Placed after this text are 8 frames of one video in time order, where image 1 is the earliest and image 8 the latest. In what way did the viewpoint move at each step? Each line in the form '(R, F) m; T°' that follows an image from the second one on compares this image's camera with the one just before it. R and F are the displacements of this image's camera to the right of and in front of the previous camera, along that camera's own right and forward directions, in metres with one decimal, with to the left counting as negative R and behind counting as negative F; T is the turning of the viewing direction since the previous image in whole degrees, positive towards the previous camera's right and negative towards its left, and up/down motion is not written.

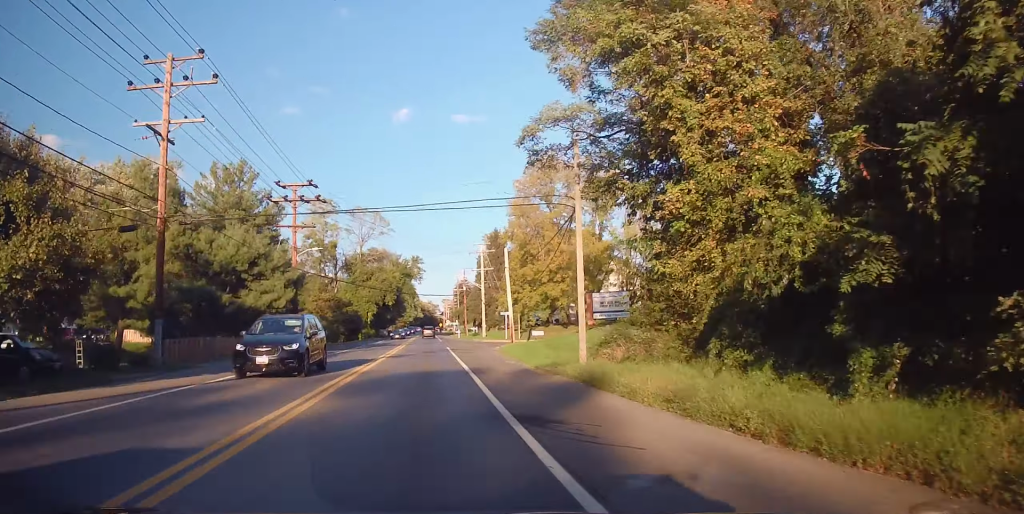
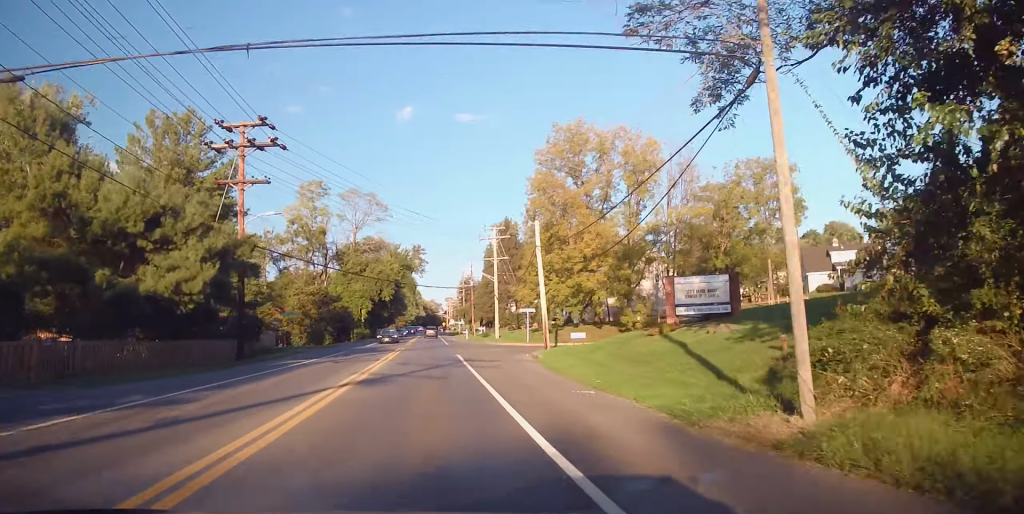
(-0.2, +13.7) m; -1°
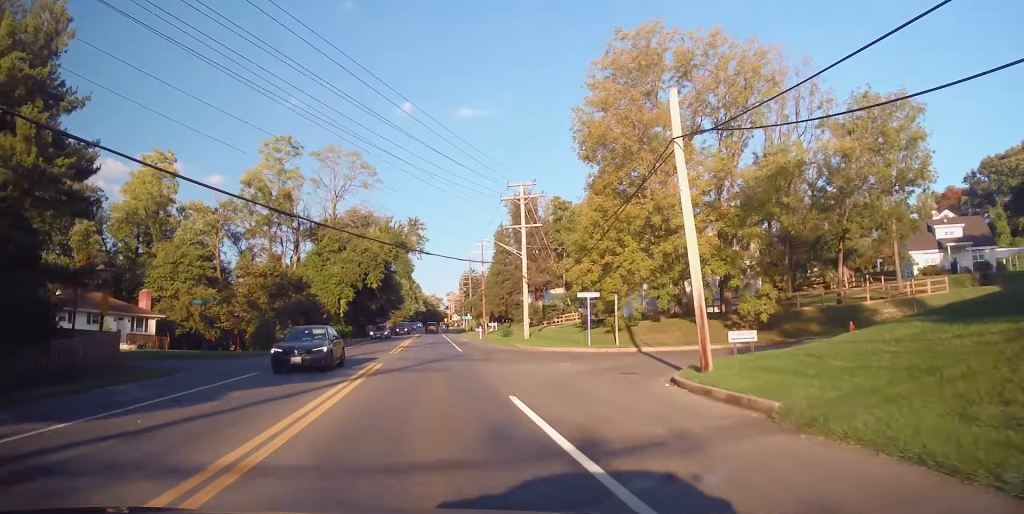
(+0.2, +22.0) m; +1°
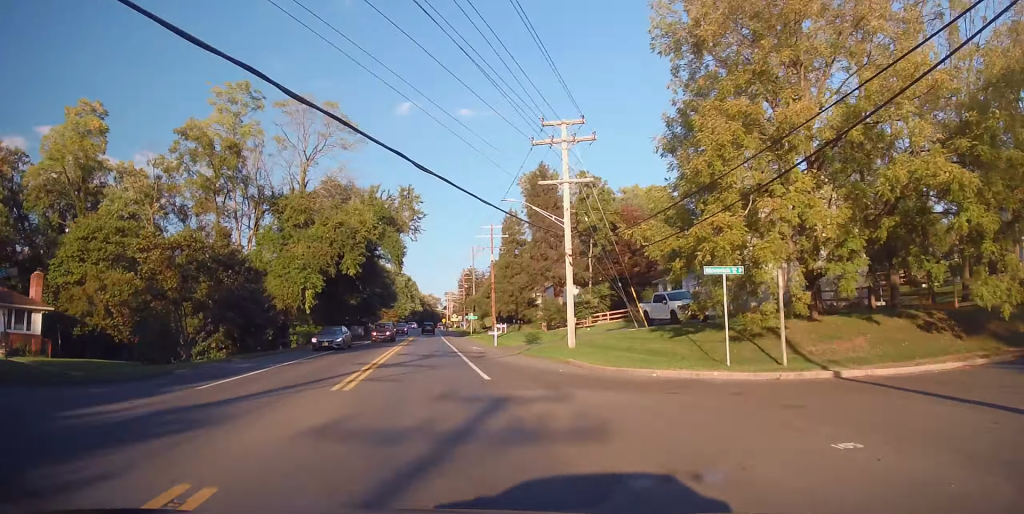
(0.0, +17.5) m; 0°
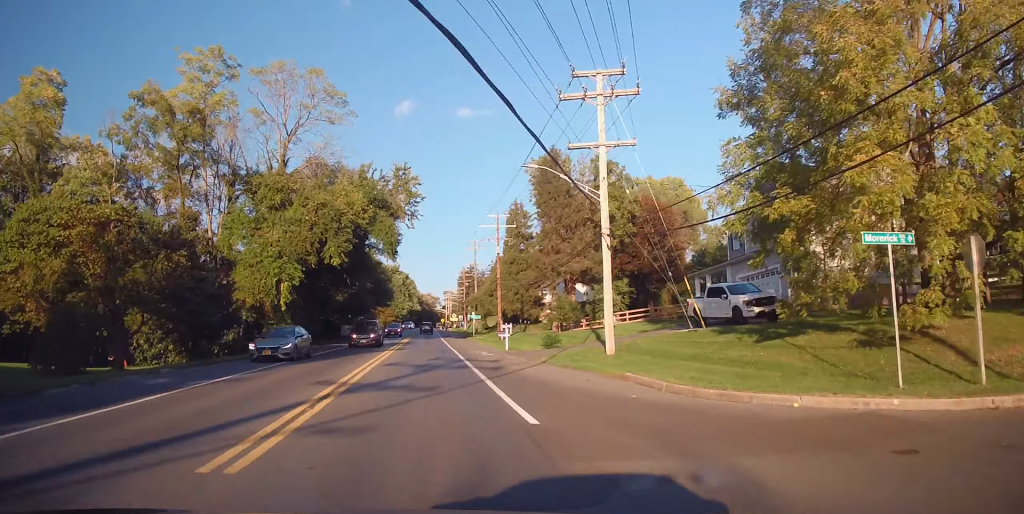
(+0.1, +7.8) m; 0°
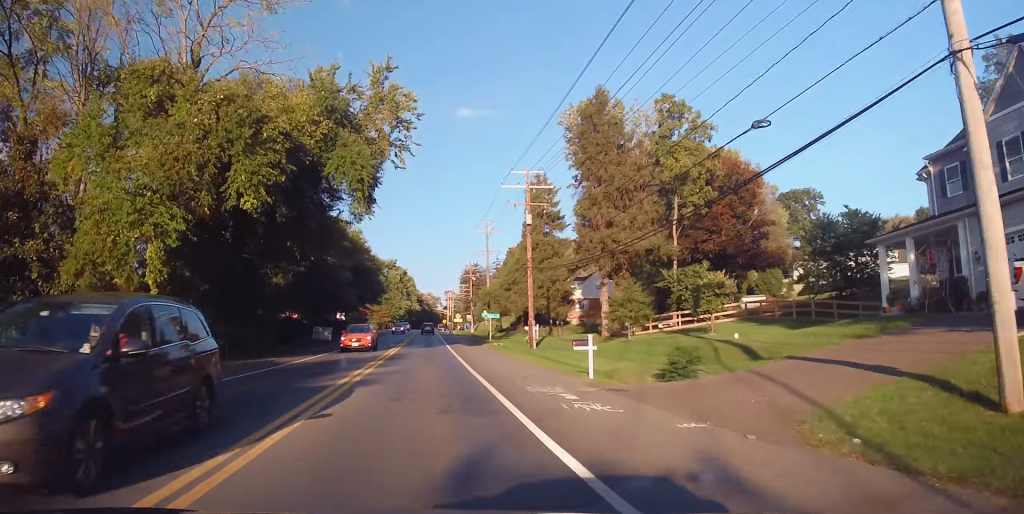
(-0.2, +20.5) m; +1°
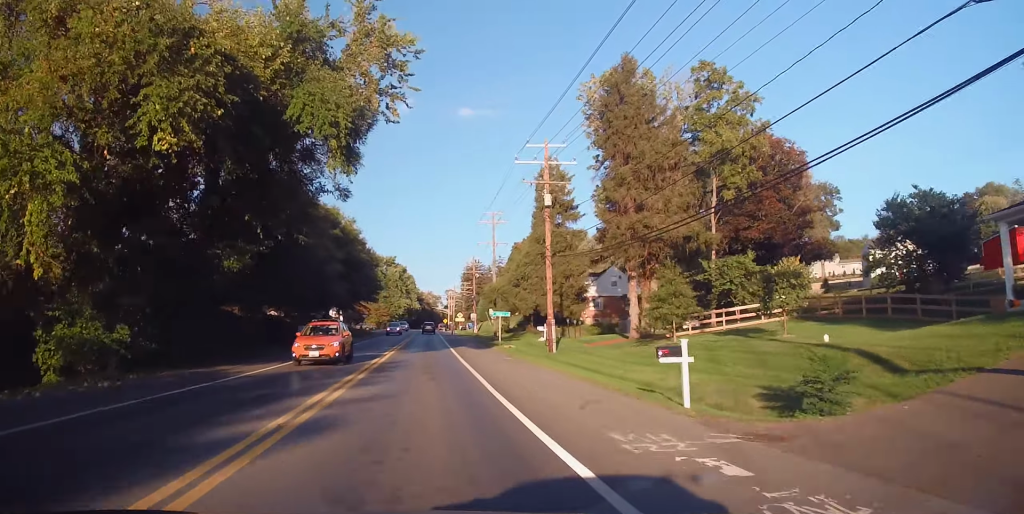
(+0.2, +7.2) m; 0°
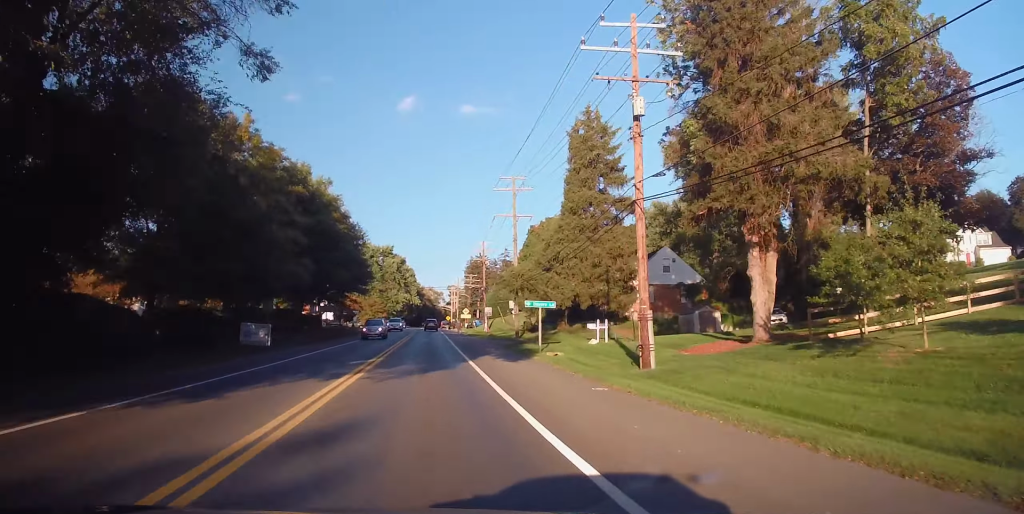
(0.0, +17.3) m; -1°
